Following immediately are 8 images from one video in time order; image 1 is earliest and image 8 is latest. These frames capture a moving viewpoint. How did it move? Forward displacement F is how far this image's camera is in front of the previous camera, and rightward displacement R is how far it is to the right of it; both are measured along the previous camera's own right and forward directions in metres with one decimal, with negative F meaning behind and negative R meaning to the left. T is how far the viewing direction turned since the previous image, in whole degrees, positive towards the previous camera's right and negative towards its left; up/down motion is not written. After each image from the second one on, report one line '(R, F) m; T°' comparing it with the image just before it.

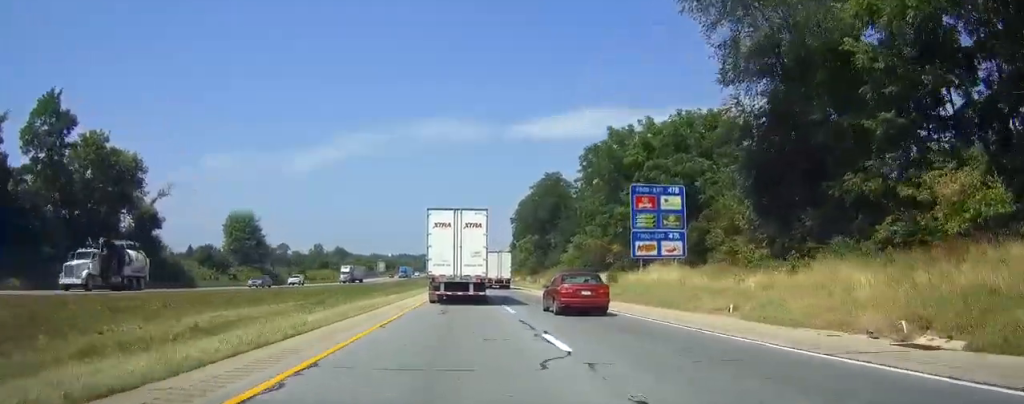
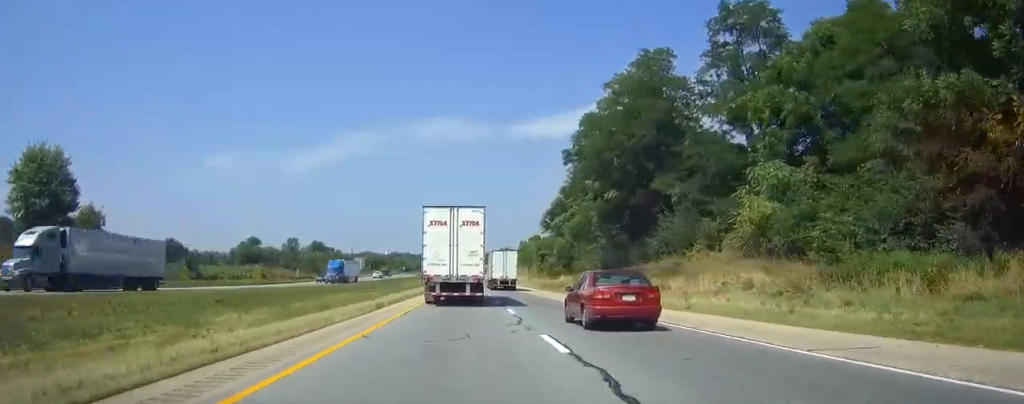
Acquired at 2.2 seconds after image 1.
(-0.4, +60.8) m; 0°
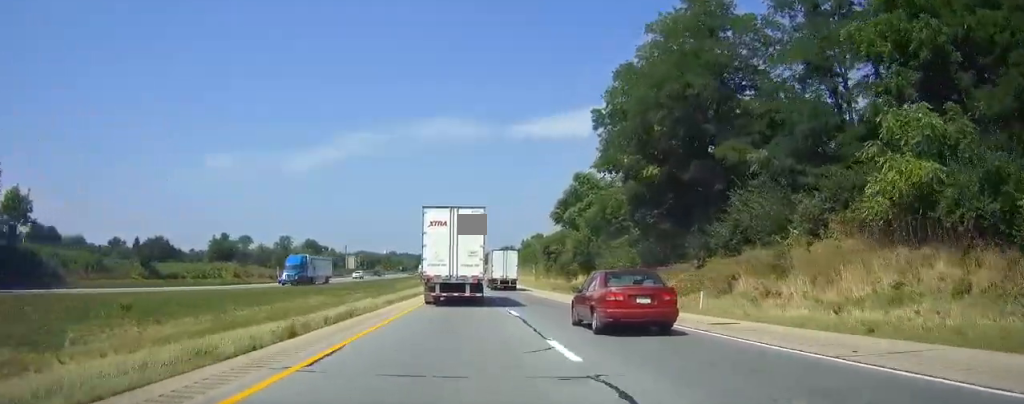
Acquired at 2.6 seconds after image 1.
(+0.1, +13.2) m; 0°
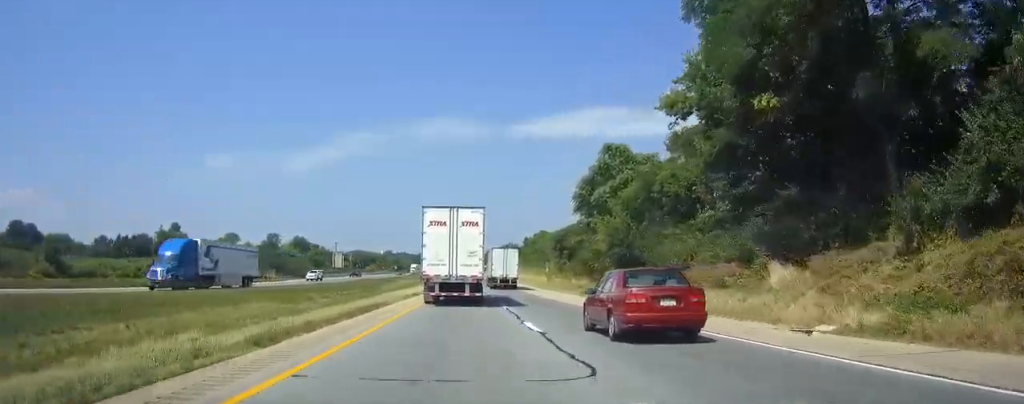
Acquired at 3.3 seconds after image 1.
(+0.1, +18.9) m; 0°
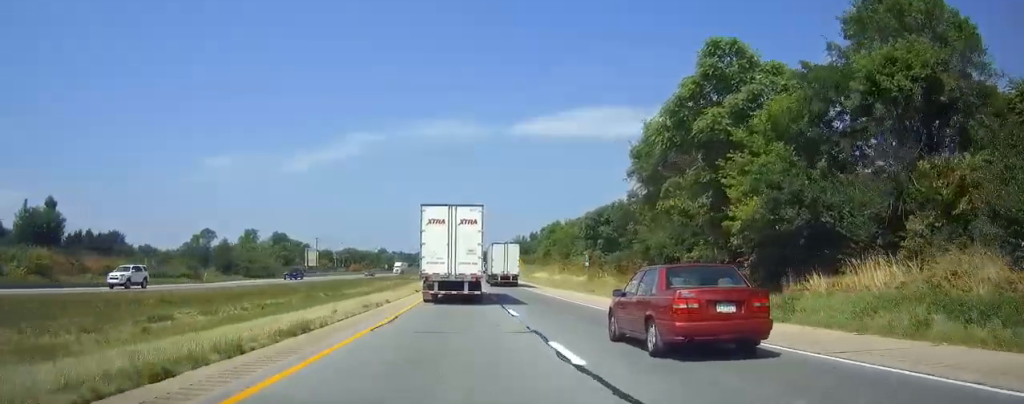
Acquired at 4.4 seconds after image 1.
(-0.1, +30.4) m; 0°
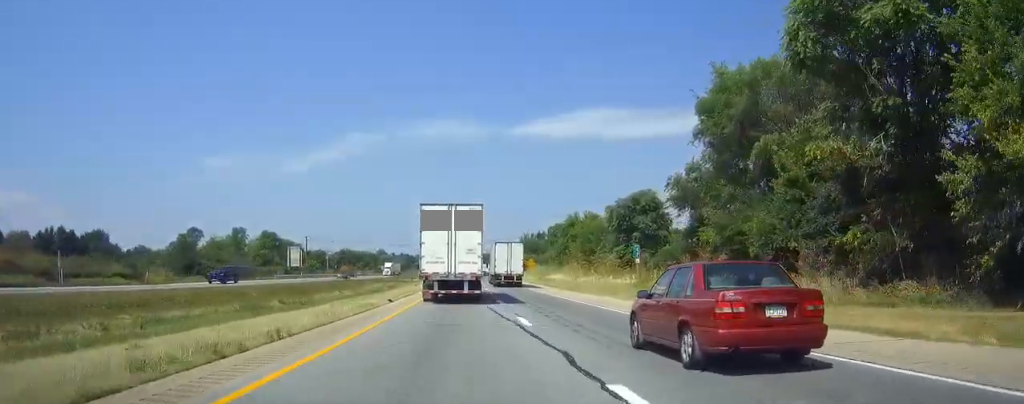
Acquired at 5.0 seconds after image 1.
(-0.1, +17.2) m; 0°
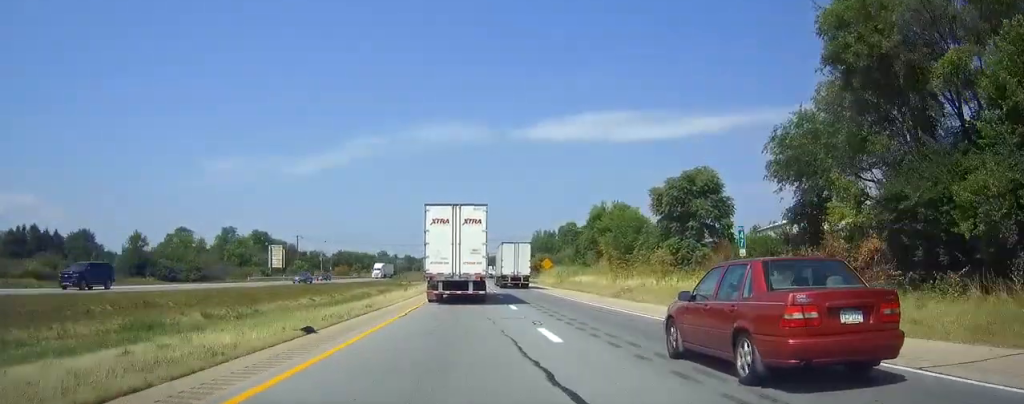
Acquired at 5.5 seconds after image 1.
(0.0, +16.3) m; 0°
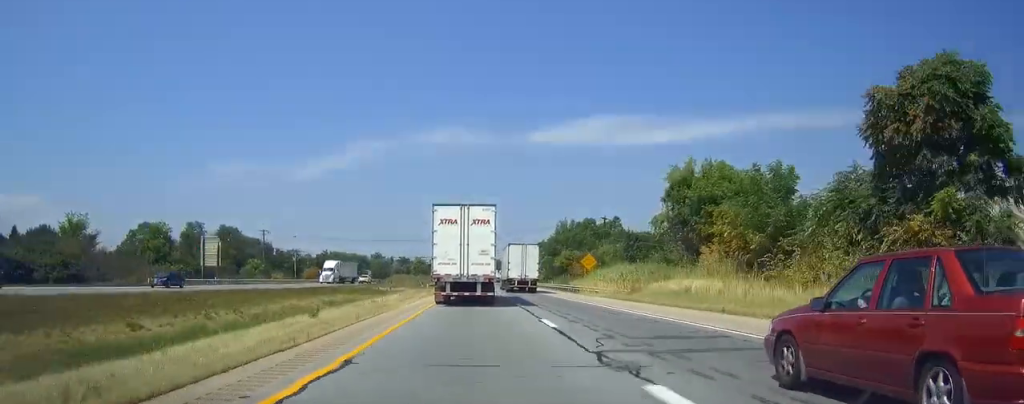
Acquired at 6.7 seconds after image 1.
(-0.1, +32.6) m; 0°
